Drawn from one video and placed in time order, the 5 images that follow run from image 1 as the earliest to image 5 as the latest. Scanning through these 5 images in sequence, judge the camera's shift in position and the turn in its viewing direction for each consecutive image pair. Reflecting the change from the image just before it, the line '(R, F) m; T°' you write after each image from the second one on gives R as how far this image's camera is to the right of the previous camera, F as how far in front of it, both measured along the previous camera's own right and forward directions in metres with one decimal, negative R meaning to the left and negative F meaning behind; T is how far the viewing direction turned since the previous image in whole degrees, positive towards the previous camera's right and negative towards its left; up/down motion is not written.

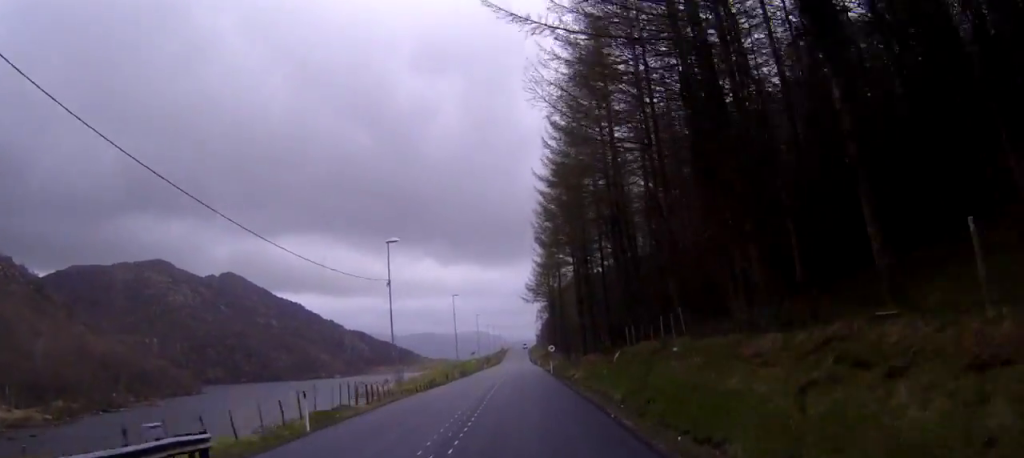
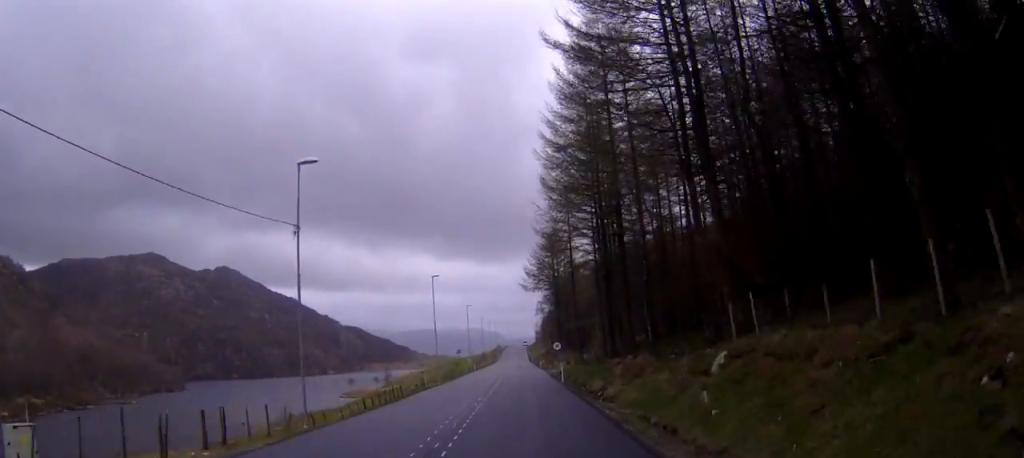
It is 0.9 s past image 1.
(0.0, +20.5) m; 0°
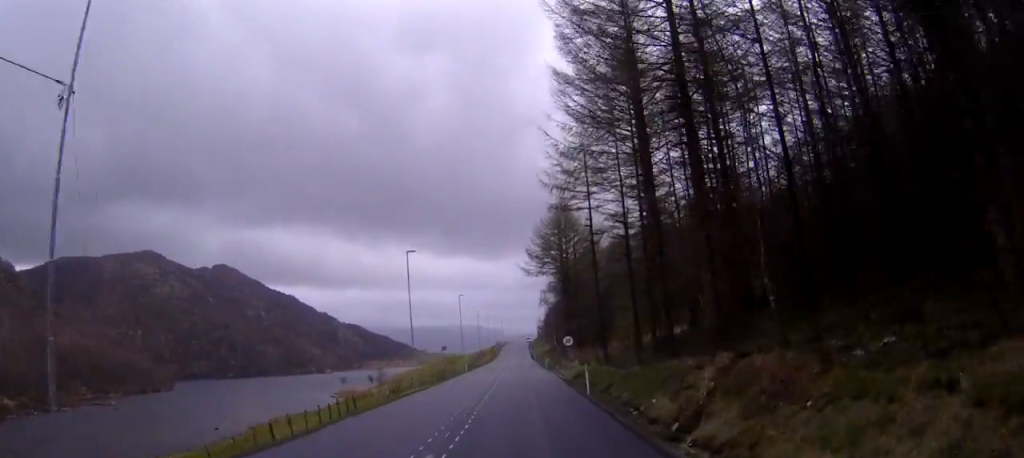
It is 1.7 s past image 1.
(0.0, +16.8) m; 0°
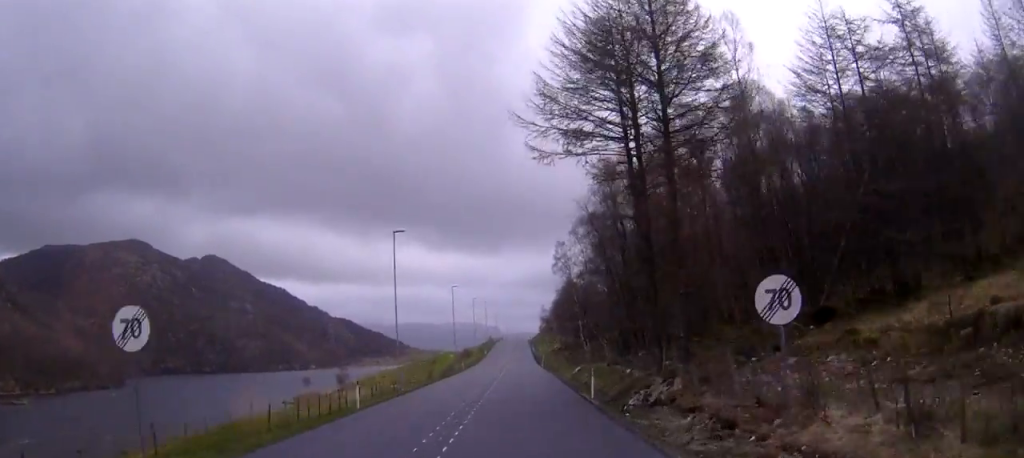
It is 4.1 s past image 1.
(+0.2, +53.1) m; +1°
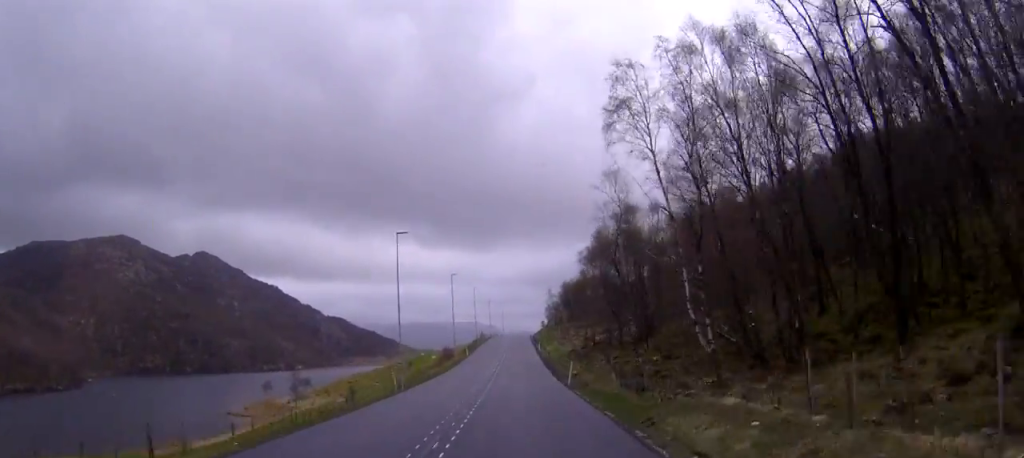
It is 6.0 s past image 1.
(+0.1, +42.6) m; 0°
